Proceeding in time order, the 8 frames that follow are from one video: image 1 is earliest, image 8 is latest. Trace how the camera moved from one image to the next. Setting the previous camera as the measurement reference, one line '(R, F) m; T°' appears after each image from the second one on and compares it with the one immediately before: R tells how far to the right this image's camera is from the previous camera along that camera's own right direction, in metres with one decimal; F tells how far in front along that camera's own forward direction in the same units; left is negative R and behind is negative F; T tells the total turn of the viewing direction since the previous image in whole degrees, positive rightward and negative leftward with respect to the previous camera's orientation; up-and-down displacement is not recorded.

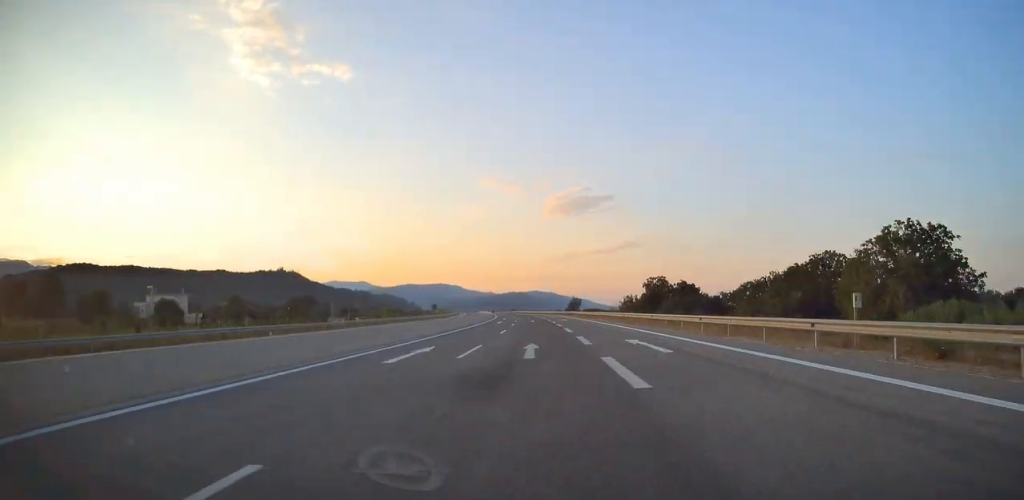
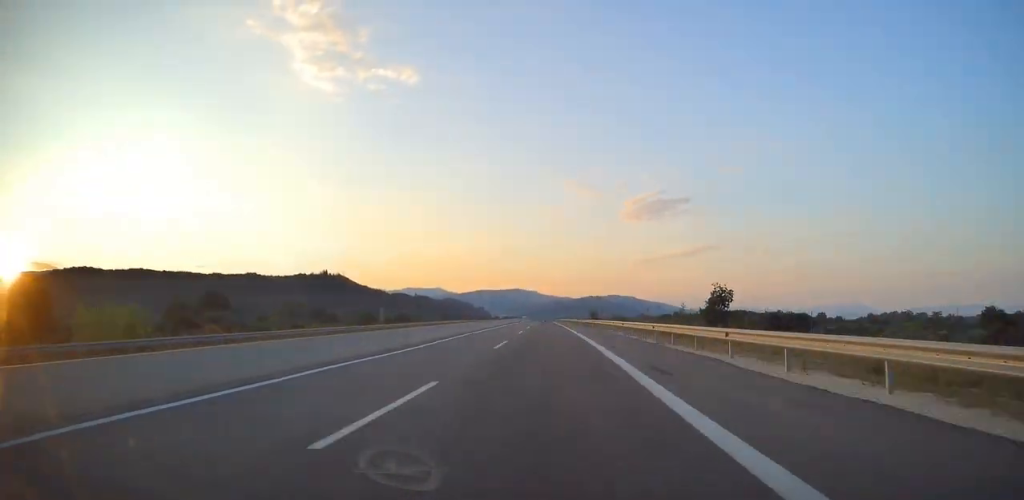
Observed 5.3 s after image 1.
(-12.1, +188.8) m; -4°
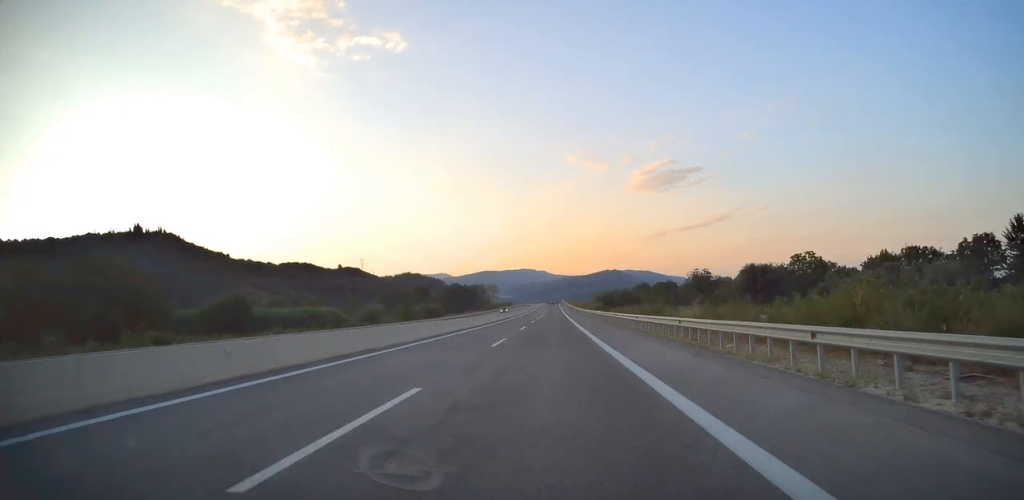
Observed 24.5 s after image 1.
(-19.6, +691.4) m; -2°
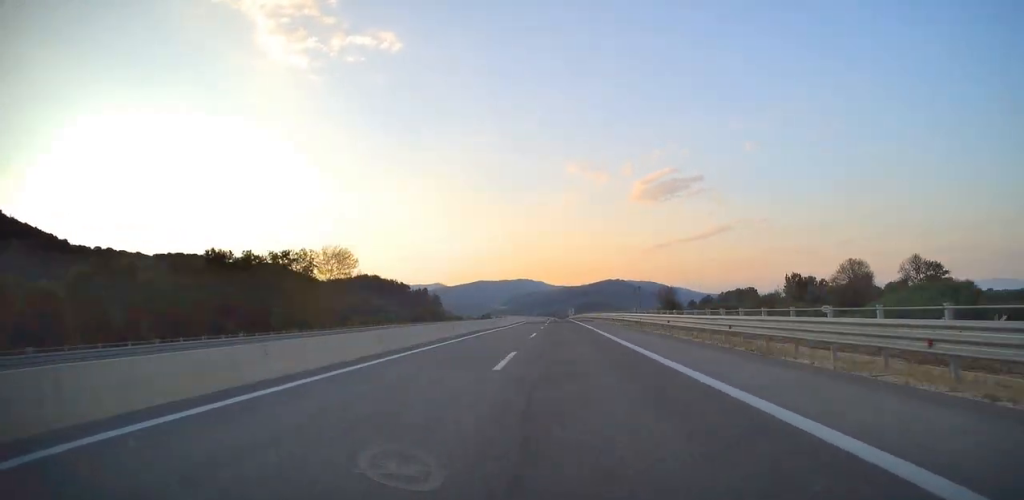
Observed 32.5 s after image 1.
(0.0, +297.3) m; 0°
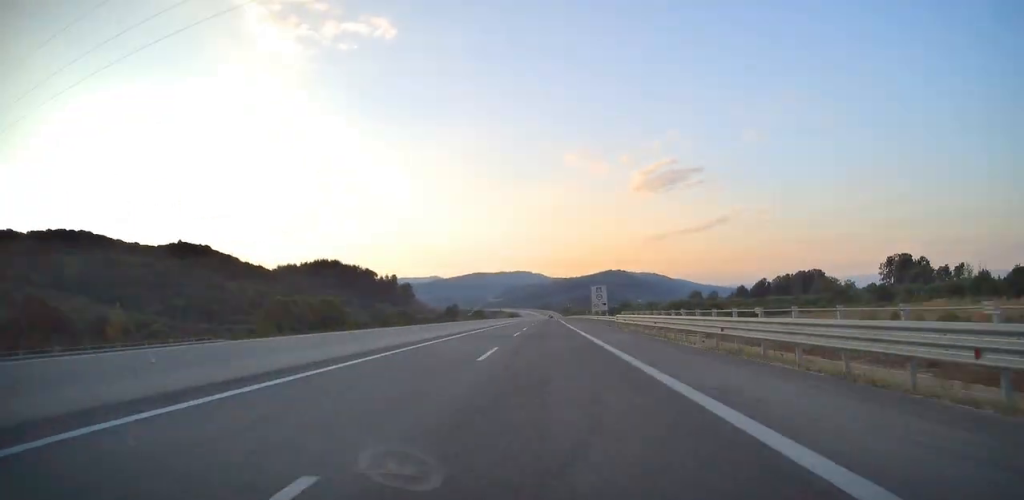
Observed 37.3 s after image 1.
(+0.6, +178.5) m; 0°
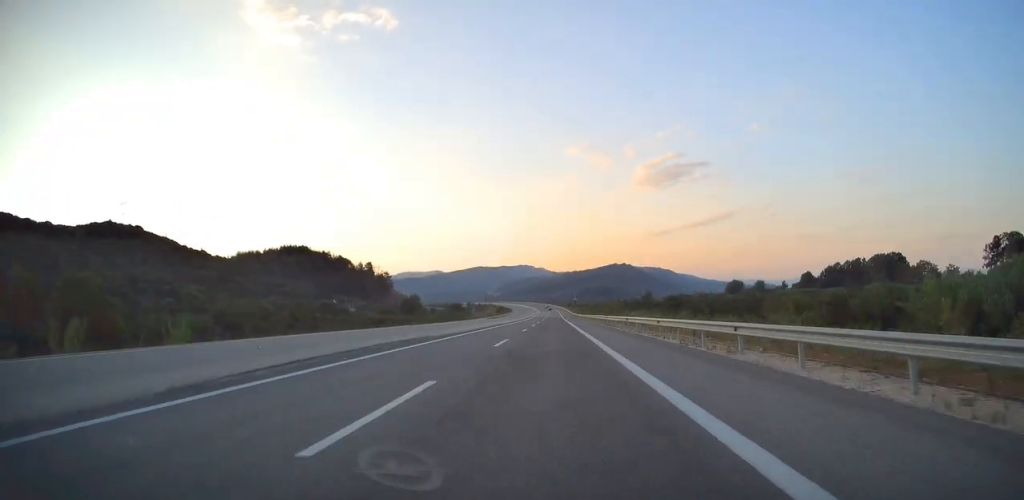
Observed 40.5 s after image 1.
(-0.3, +119.0) m; -2°
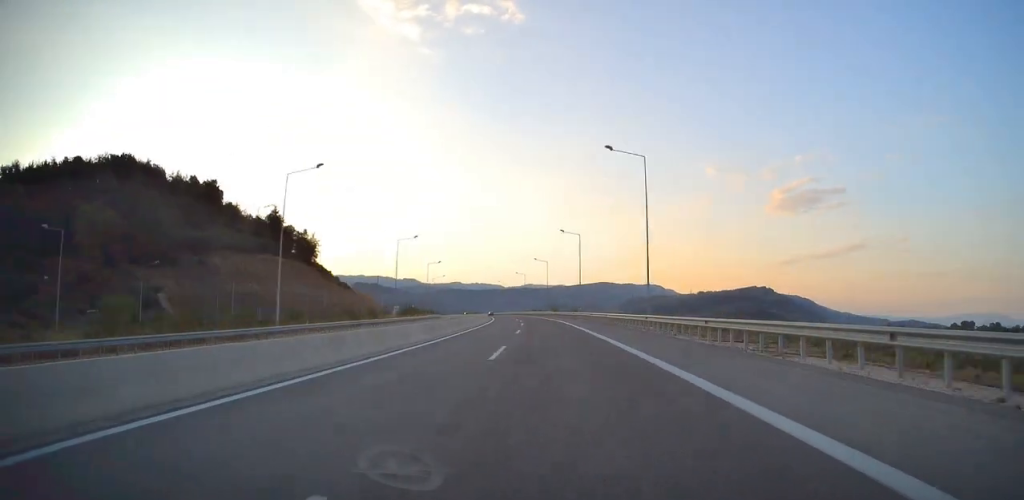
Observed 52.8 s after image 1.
(-33.0, +449.1) m; -15°
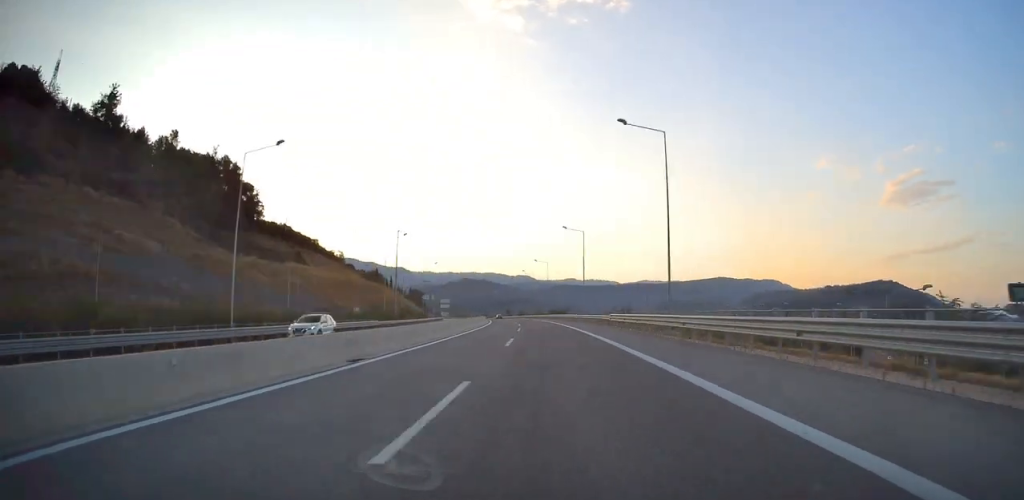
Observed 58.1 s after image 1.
(-21.6, +187.9) m; -7°
